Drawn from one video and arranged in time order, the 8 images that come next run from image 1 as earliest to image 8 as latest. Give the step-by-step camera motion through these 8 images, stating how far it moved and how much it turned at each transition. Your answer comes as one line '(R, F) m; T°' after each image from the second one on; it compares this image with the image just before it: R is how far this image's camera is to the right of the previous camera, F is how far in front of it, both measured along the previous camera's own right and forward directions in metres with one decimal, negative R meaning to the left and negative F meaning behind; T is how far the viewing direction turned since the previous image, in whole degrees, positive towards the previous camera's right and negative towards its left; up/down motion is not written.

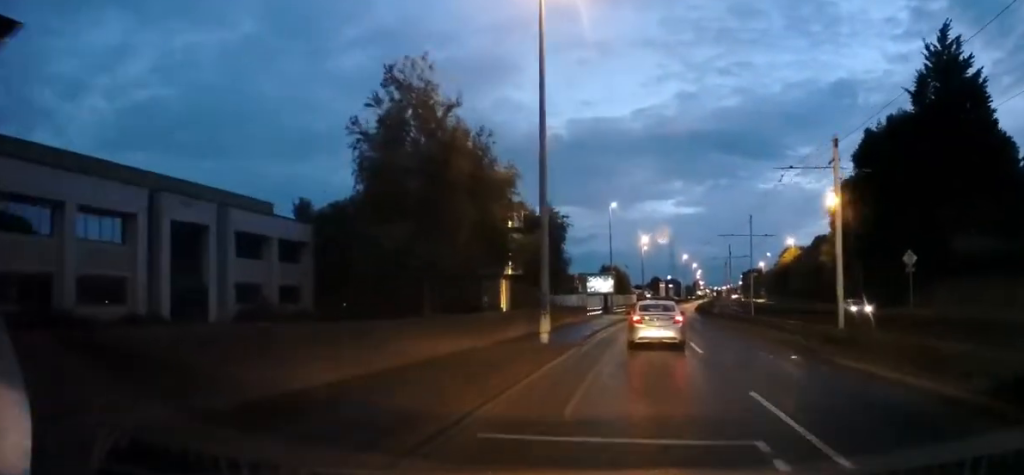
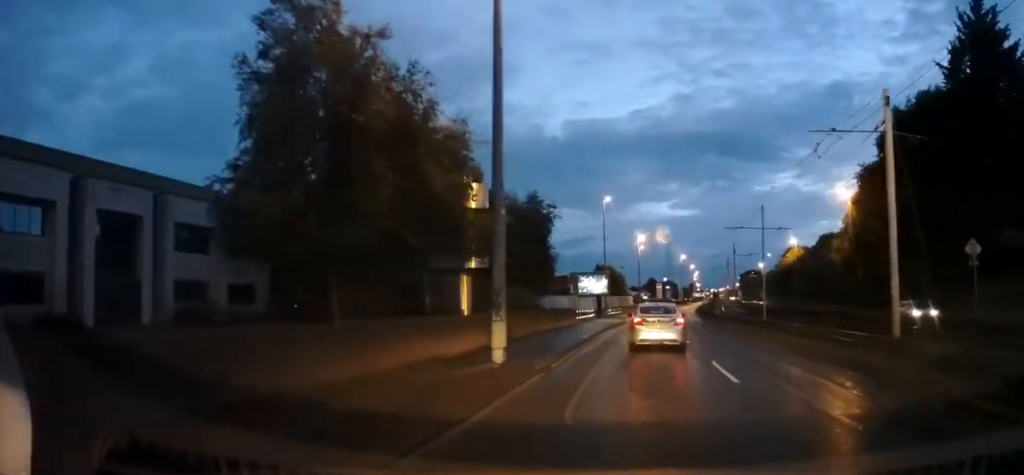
(-0.1, +6.2) m; 0°
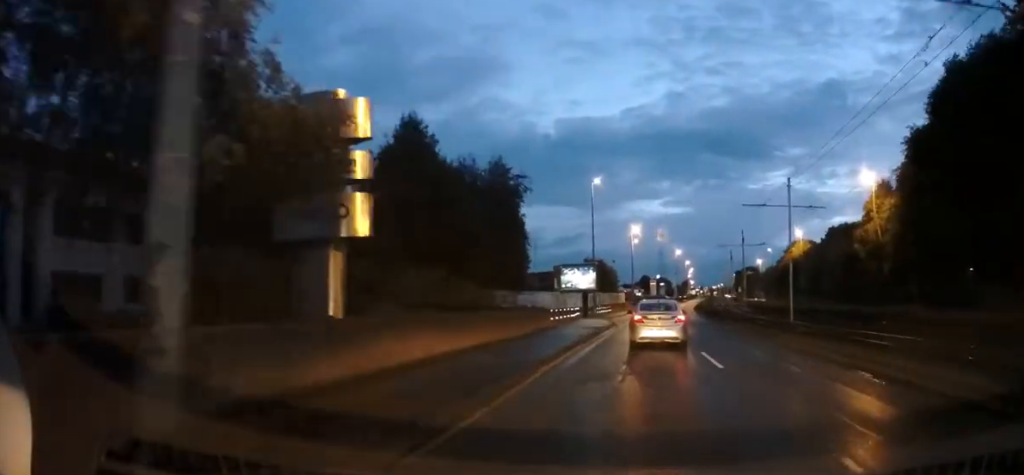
(+0.3, +9.7) m; +1°
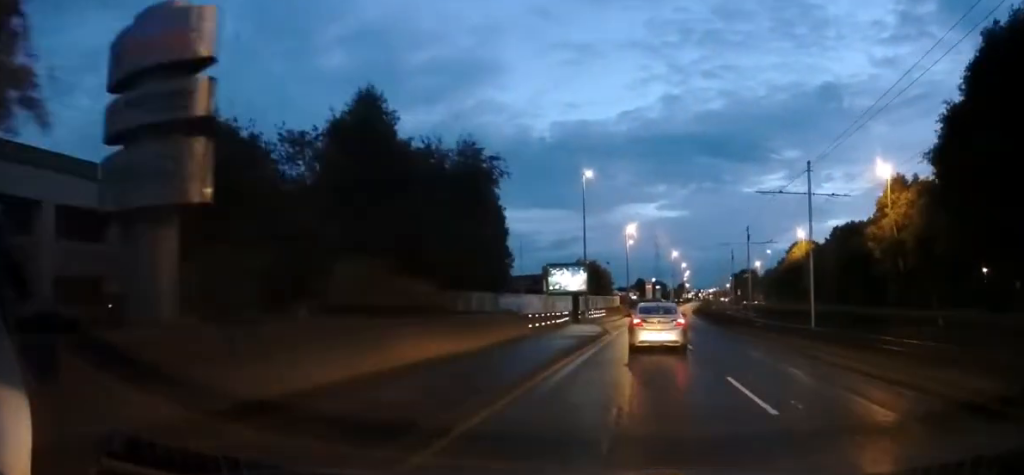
(0.0, +5.3) m; +1°
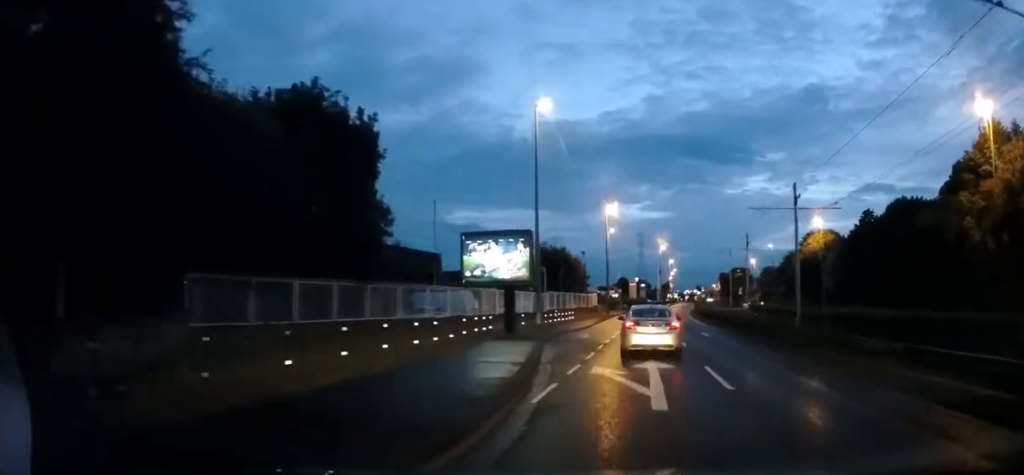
(+0.9, +21.6) m; +2°
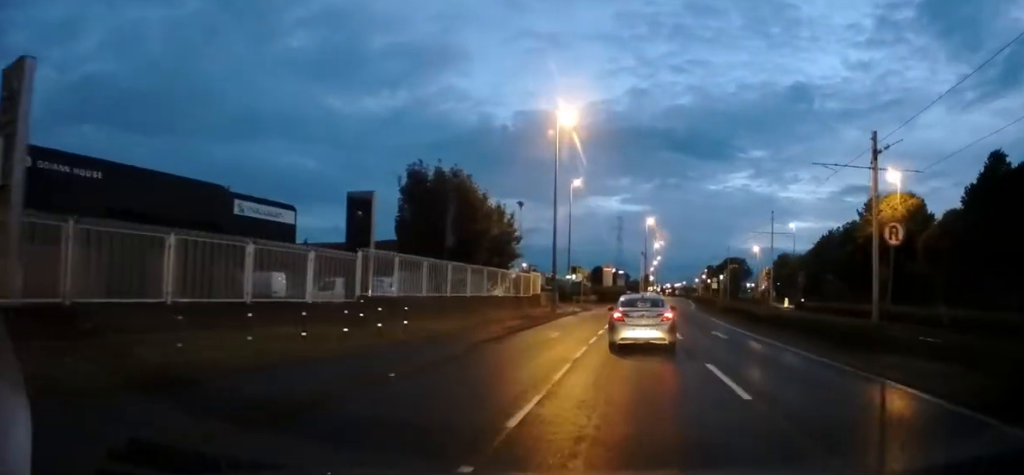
(+0.2, +37.4) m; +2°
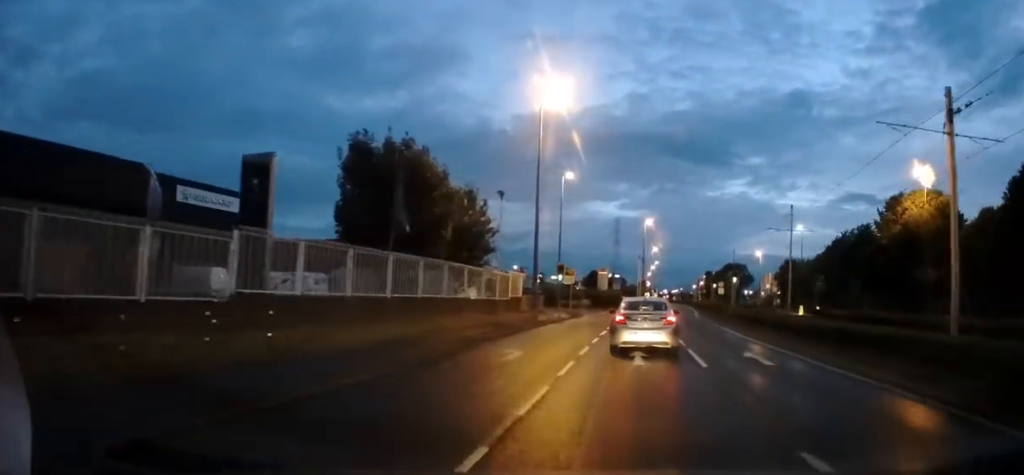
(0.0, +7.3) m; 0°
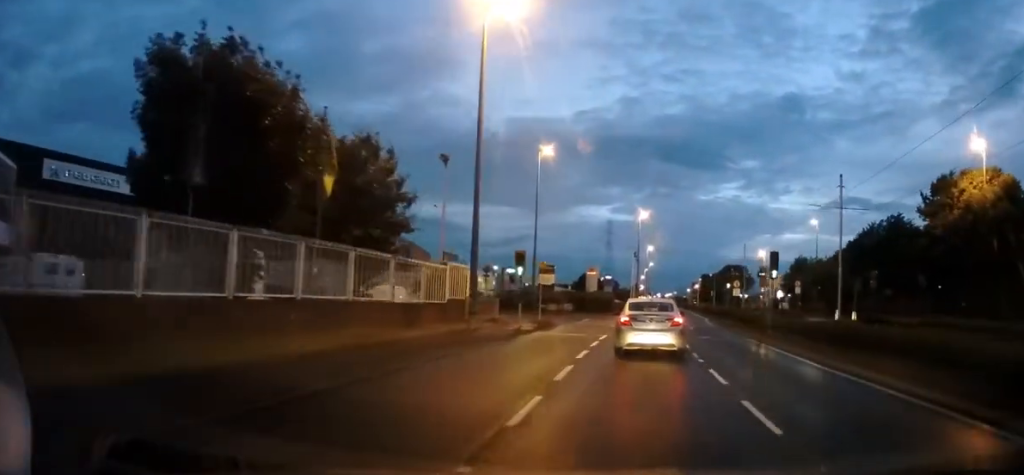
(0.0, +12.8) m; +1°
